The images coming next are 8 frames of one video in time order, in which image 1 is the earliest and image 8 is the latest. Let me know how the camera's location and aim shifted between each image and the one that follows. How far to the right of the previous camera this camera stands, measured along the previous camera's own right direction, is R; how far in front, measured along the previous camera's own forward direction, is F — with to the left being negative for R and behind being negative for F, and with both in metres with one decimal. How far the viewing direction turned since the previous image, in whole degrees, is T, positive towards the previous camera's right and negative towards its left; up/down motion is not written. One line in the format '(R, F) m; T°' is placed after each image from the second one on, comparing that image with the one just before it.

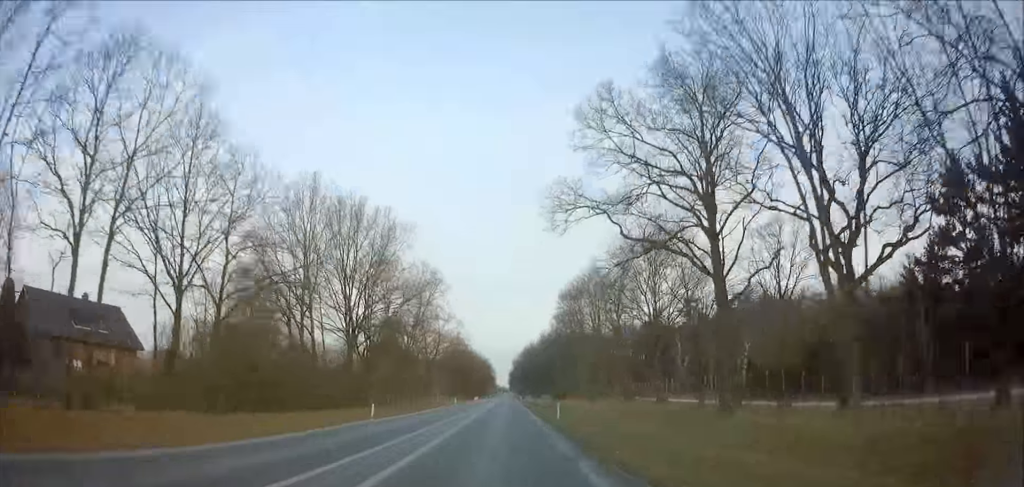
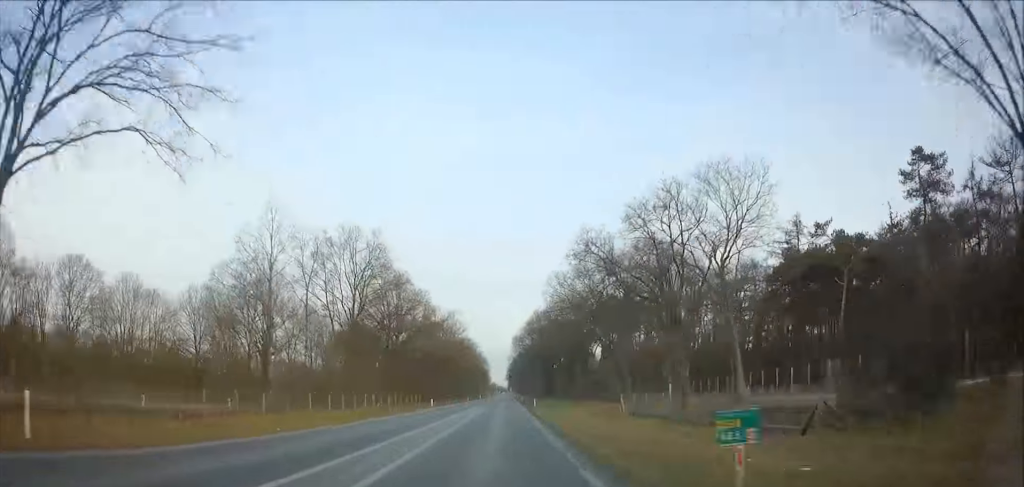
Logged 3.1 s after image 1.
(-0.4, +73.1) m; 0°
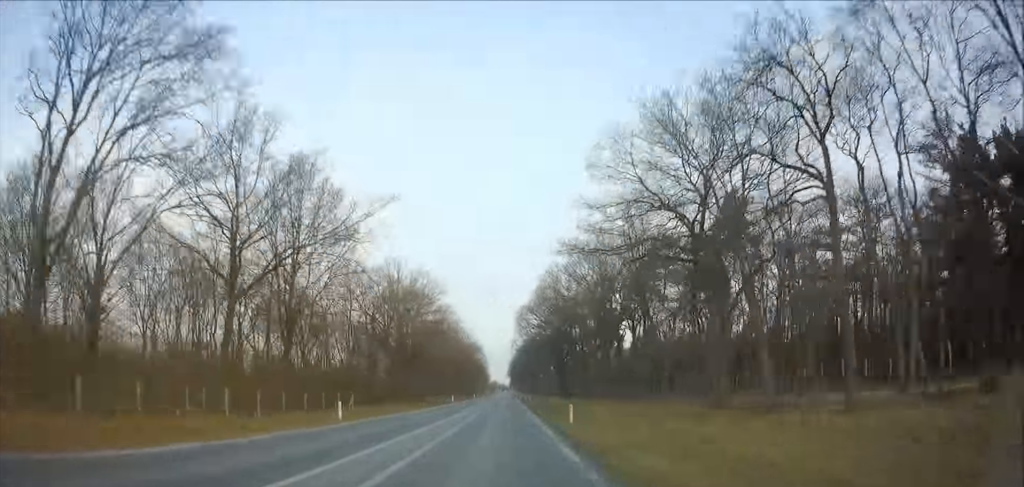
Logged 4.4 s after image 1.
(0.0, +31.8) m; 0°
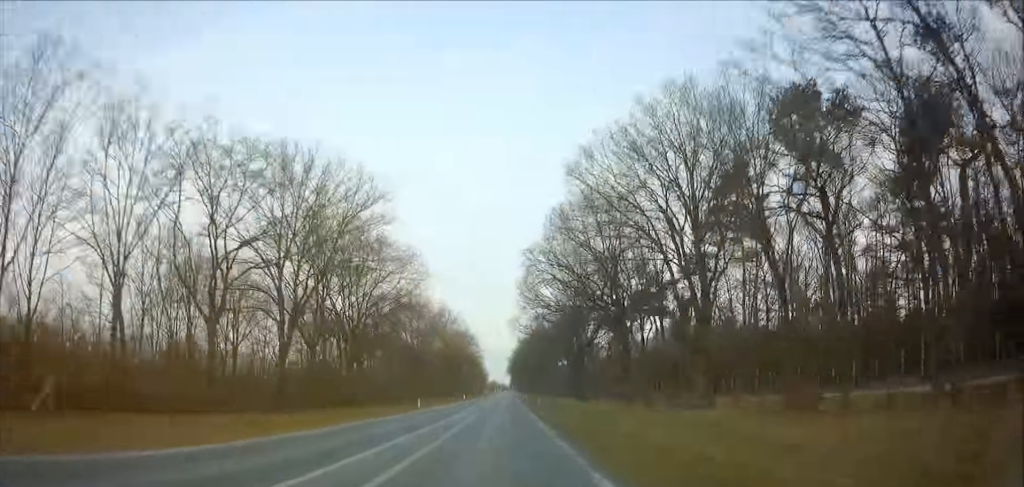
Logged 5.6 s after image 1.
(+0.1, +28.6) m; 0°
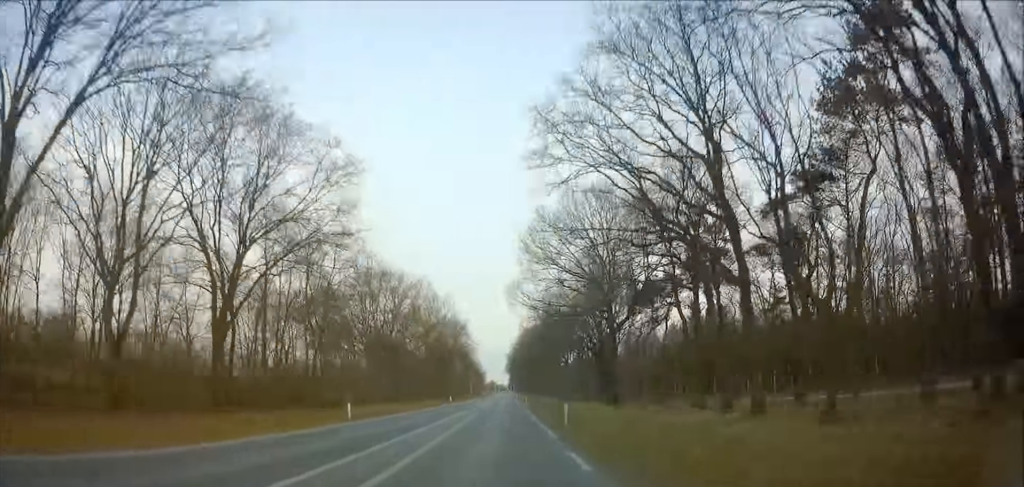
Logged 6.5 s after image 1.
(0.0, +20.7) m; 0°
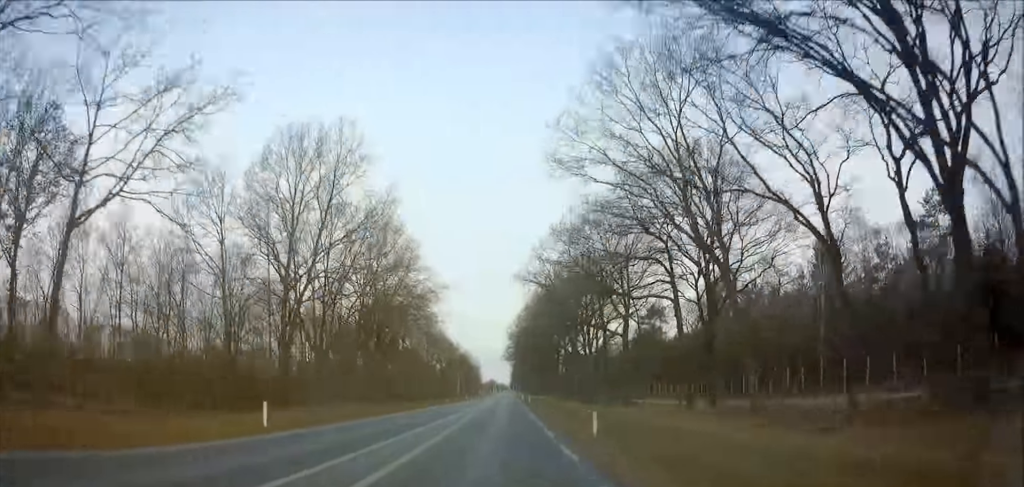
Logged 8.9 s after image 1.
(+0.2, +58.8) m; 0°
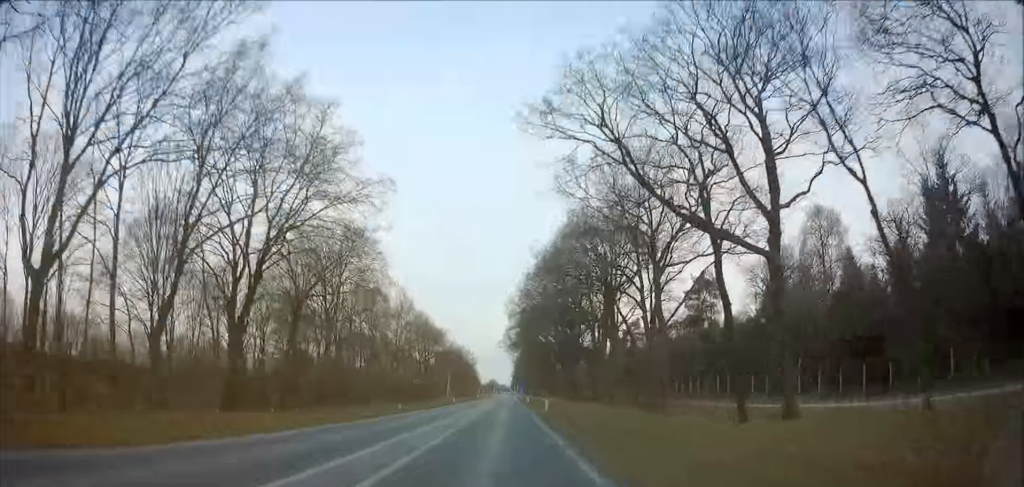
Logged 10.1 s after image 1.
(+0.1, +27.0) m; 0°
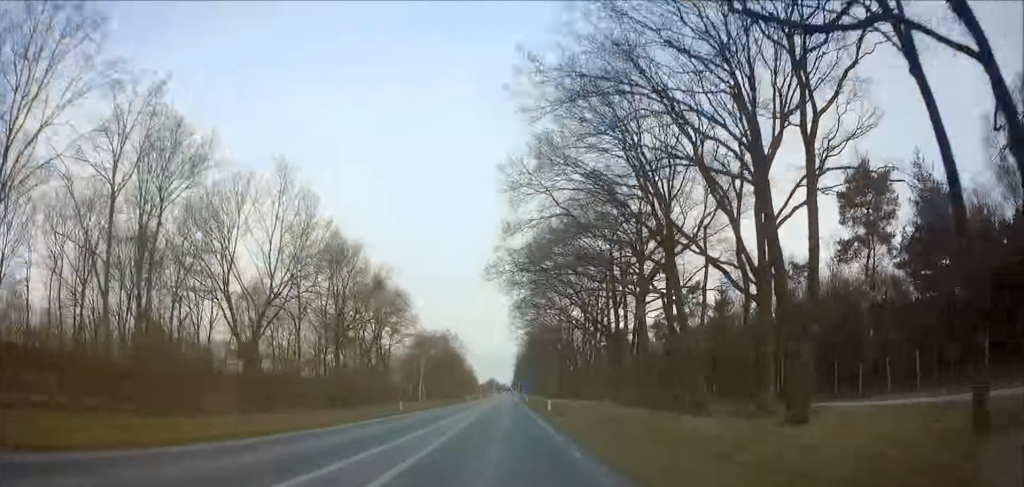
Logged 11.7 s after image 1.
(0.0, +39.8) m; 0°
